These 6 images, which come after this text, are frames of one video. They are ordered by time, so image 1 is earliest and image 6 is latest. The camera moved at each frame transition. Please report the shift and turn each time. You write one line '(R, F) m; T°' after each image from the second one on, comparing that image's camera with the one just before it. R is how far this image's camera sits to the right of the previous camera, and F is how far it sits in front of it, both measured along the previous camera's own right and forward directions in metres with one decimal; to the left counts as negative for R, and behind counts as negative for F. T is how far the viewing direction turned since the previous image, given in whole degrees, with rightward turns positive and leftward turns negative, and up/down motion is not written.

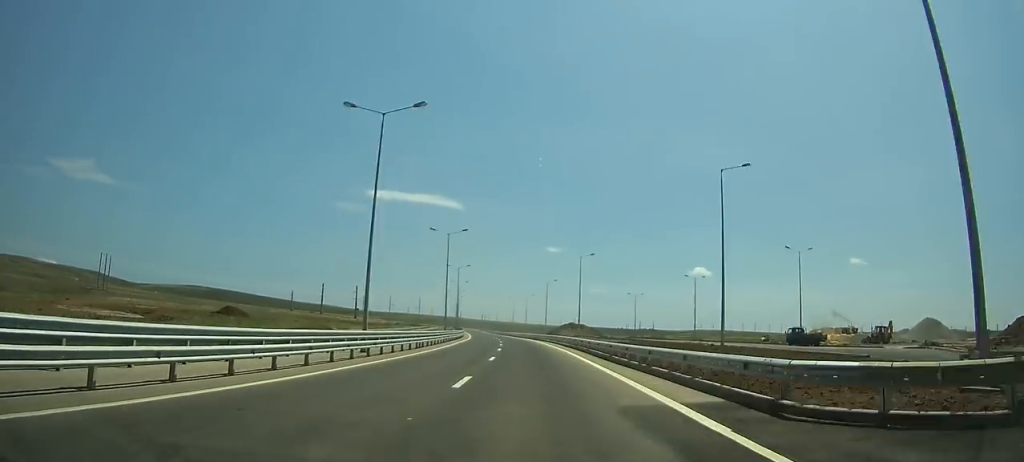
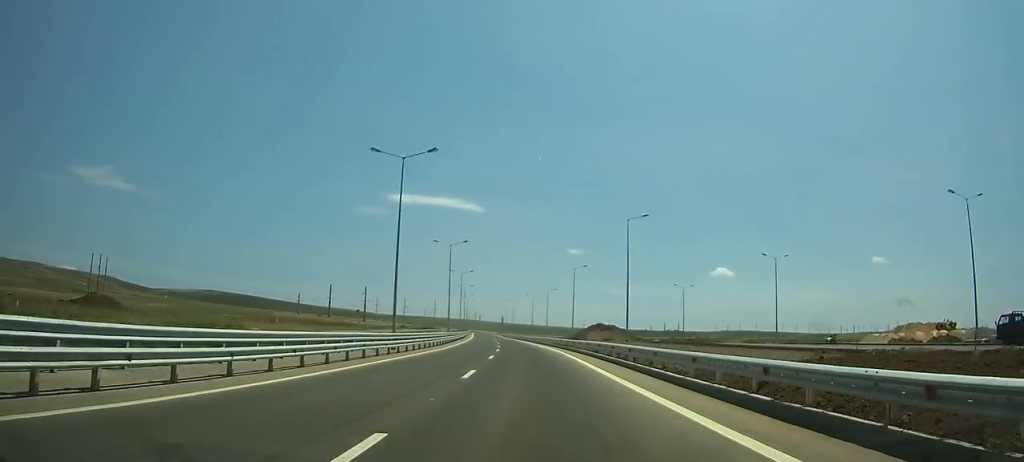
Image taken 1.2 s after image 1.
(0.0, +30.0) m; 0°
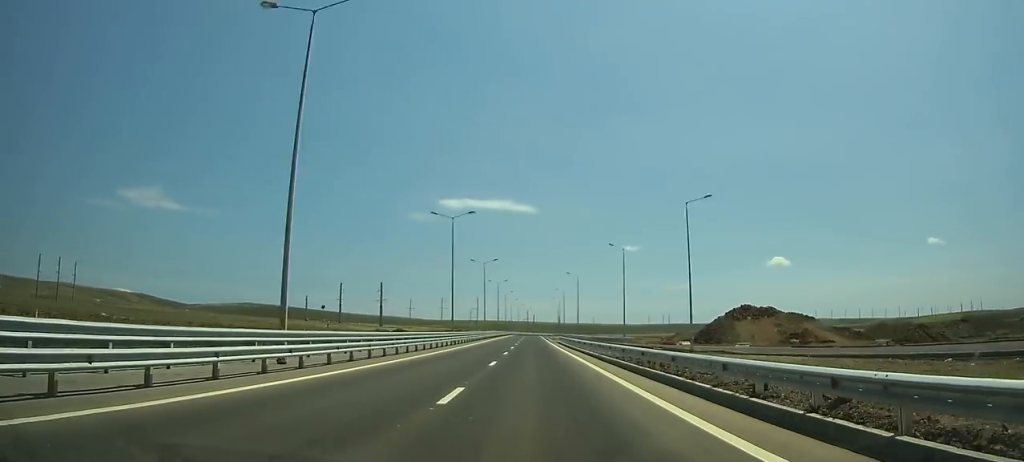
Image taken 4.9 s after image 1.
(0.0, +92.1) m; 0°
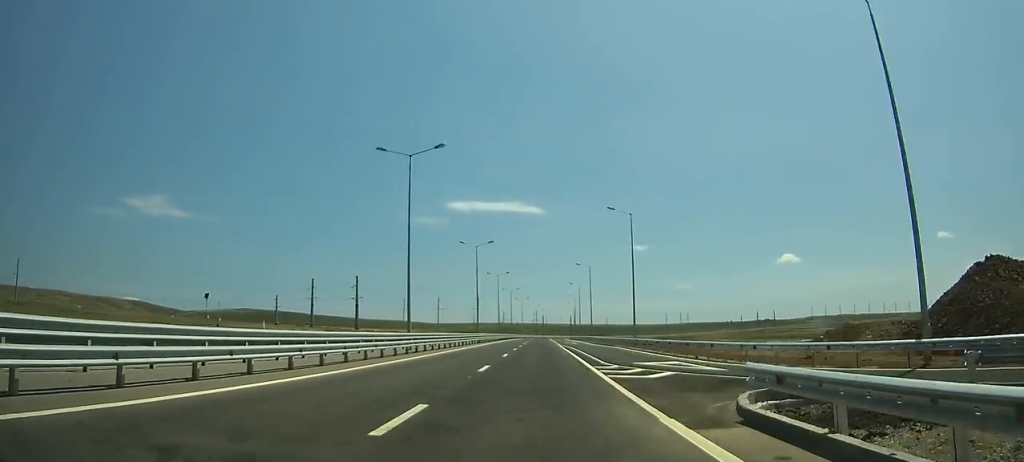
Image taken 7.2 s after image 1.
(0.0, +56.8) m; 0°
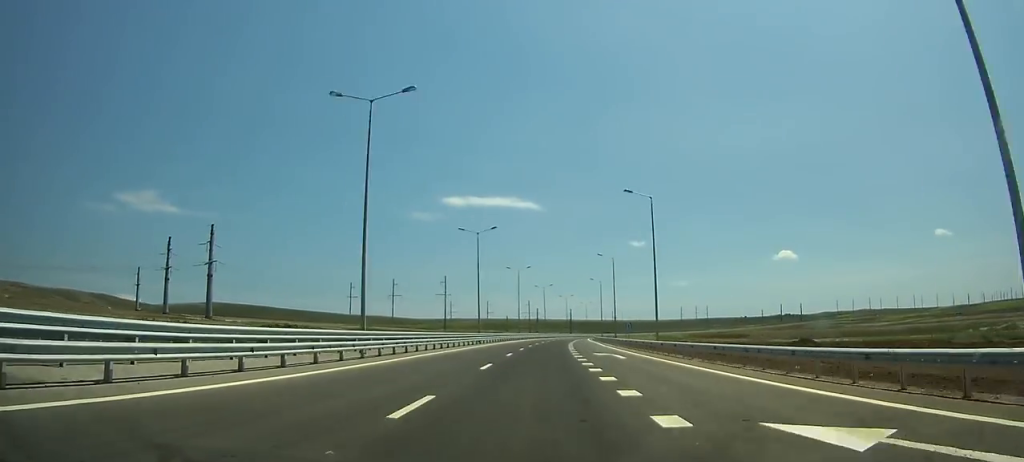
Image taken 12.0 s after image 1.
(-0.1, +117.9) m; 0°
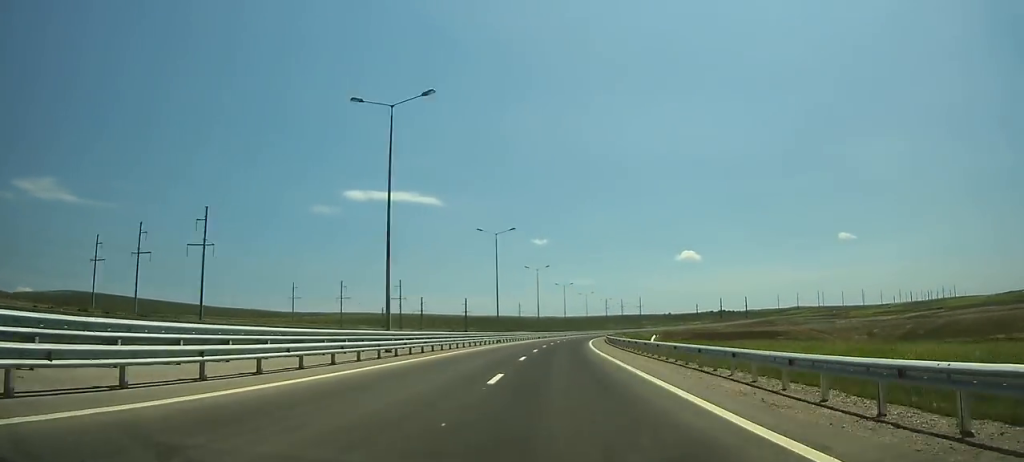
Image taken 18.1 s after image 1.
(-0.1, +148.5) m; 0°
